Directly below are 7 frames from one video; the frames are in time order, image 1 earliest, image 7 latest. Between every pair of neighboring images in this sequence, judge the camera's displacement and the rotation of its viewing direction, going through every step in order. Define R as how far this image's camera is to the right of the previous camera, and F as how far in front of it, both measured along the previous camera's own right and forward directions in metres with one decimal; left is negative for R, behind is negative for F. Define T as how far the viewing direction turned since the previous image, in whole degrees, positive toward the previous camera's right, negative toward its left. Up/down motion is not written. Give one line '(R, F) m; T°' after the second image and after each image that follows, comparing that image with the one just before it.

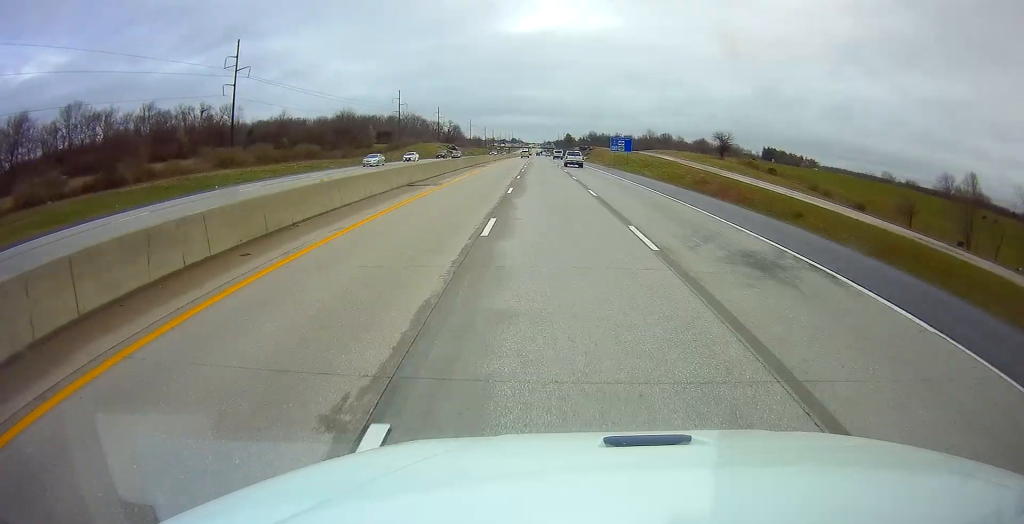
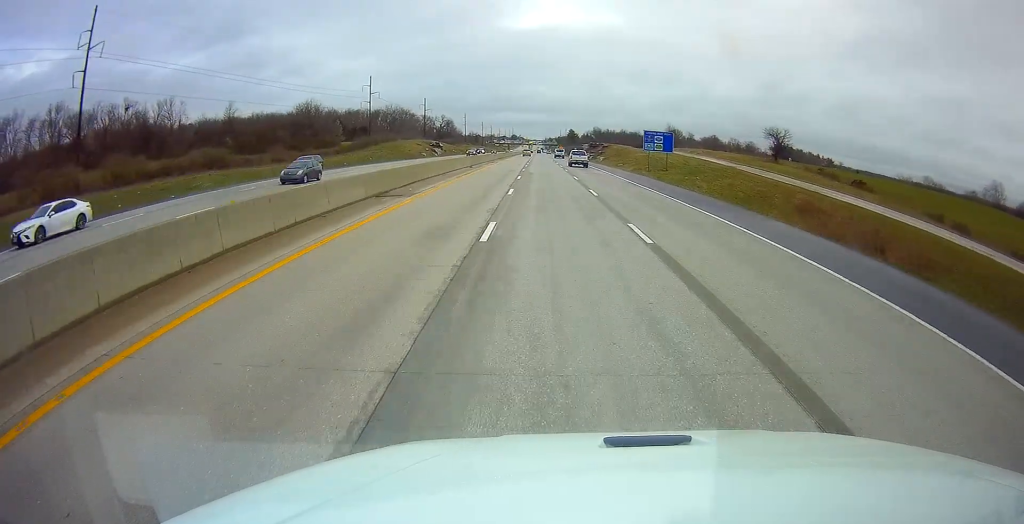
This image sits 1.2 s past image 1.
(0.0, +37.2) m; +1°
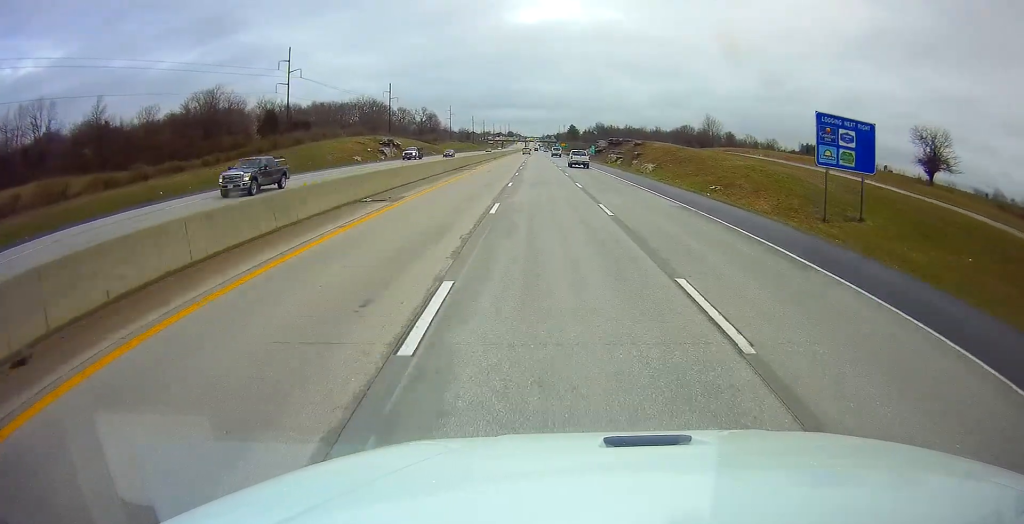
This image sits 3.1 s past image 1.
(+0.1, +55.5) m; -1°
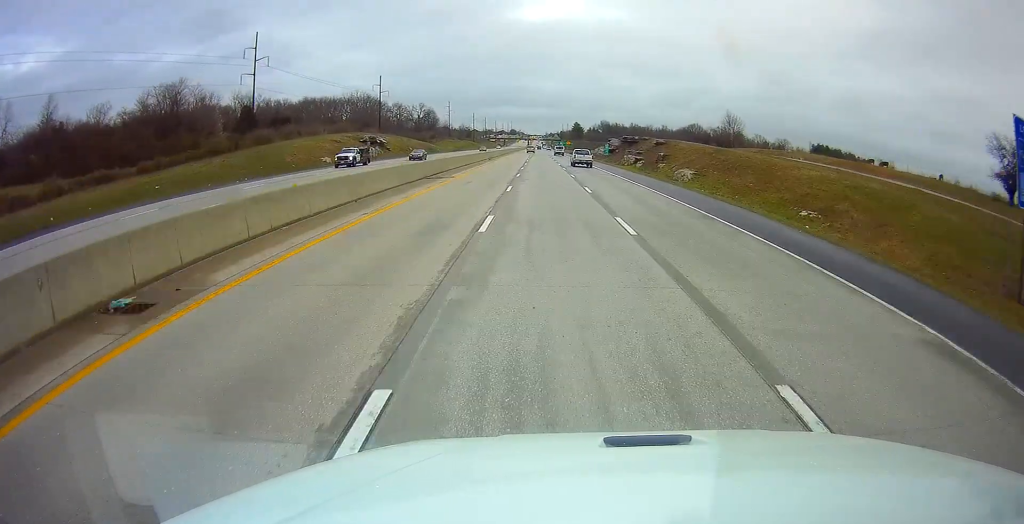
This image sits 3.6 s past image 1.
(-0.1, +16.2) m; 0°
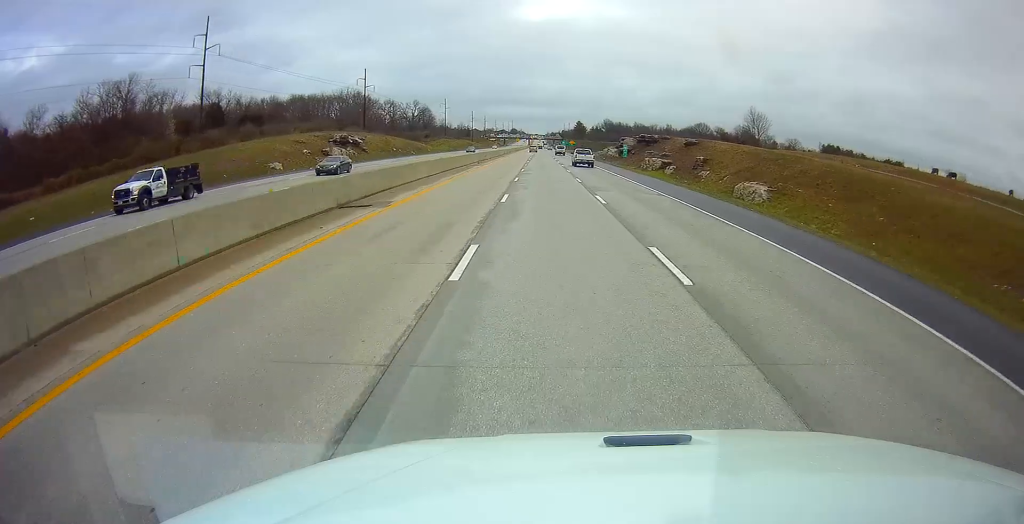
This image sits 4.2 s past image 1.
(0.0, +17.2) m; 0°
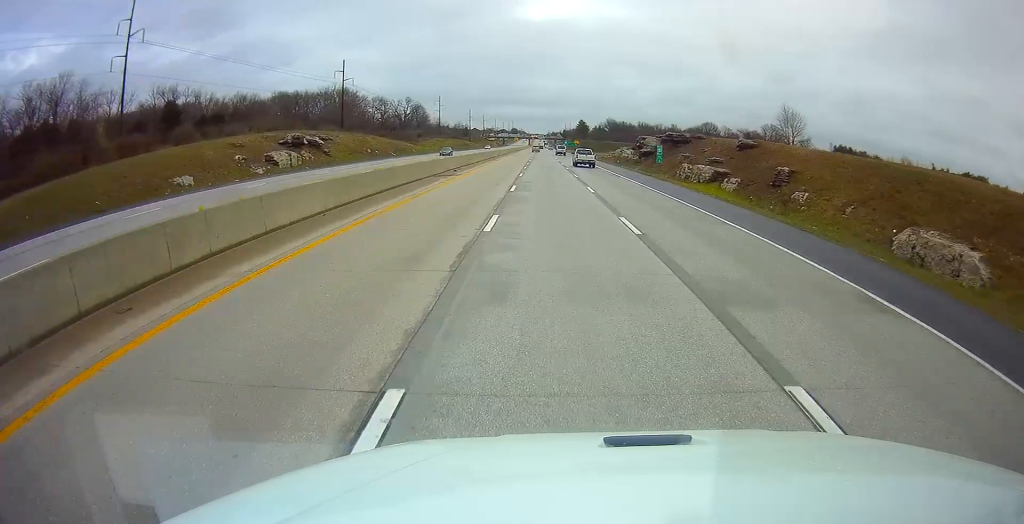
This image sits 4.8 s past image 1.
(0.0, +19.4) m; 0°
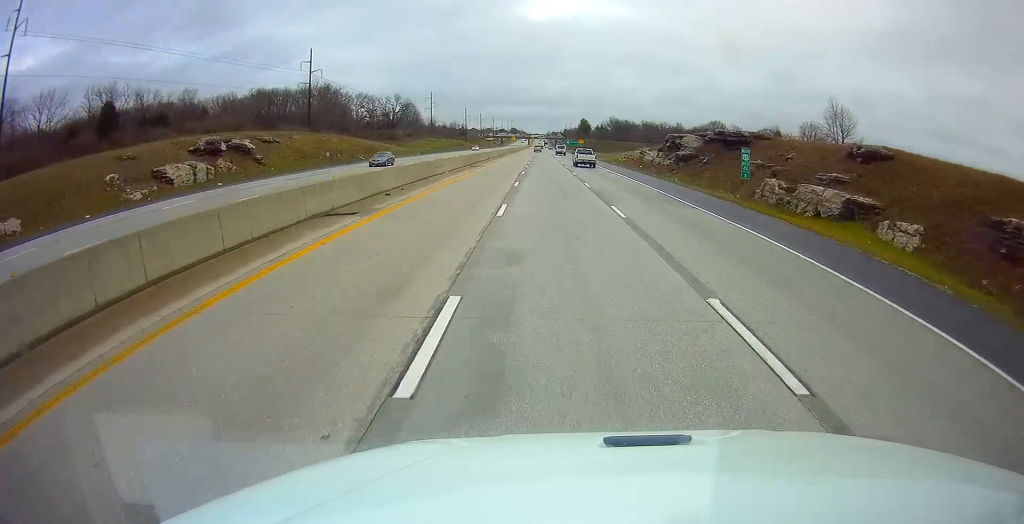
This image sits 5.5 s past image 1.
(0.0, +21.4) m; 0°
